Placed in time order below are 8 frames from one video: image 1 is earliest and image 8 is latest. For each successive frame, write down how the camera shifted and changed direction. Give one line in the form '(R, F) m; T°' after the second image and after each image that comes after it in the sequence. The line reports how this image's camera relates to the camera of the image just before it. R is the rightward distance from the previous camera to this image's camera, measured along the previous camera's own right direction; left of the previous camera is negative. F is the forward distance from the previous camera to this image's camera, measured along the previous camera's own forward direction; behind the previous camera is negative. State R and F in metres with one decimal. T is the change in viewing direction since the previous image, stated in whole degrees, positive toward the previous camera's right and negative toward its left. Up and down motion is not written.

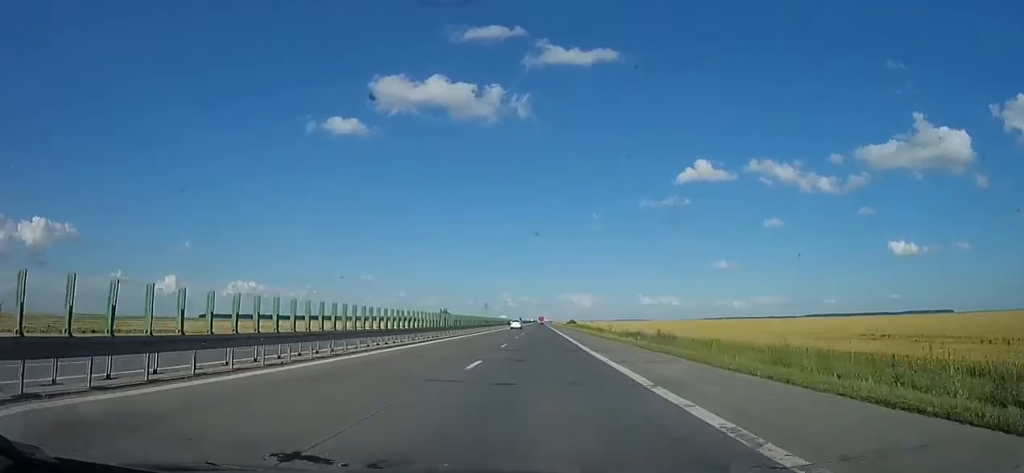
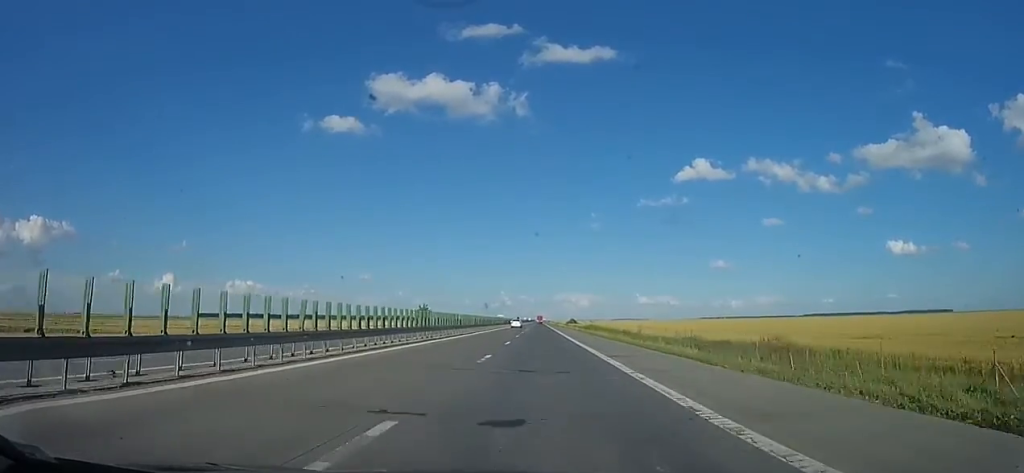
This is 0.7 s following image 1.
(0.0, +21.5) m; 0°
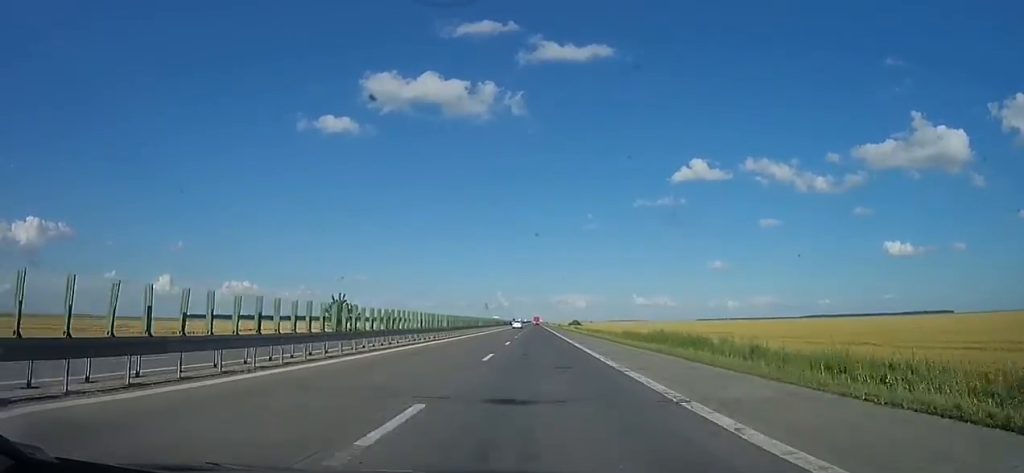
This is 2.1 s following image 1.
(0.0, +47.0) m; +2°
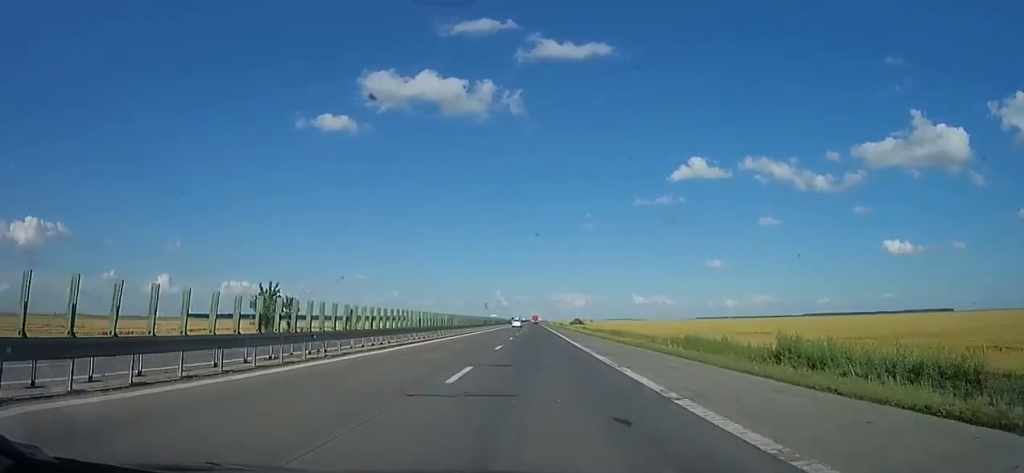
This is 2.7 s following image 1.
(+0.4, +17.7) m; +1°
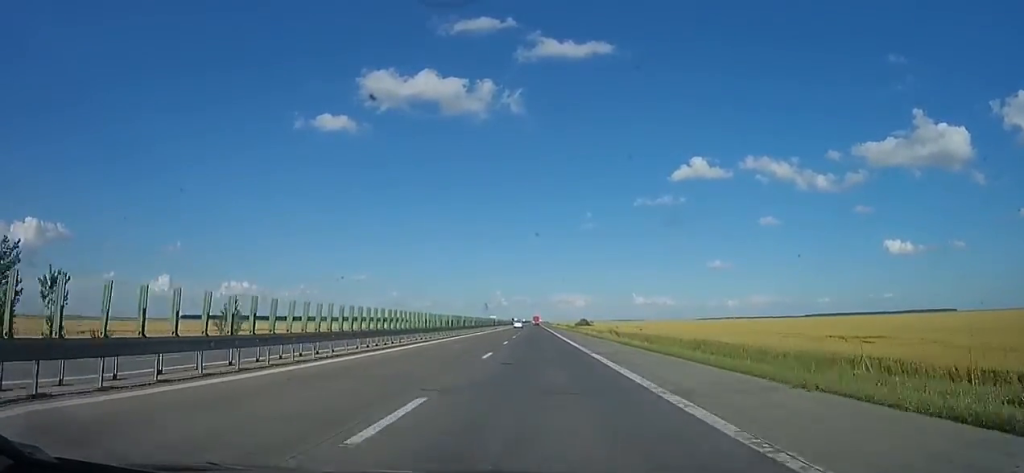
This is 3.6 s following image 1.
(+0.7, +29.0) m; -1°
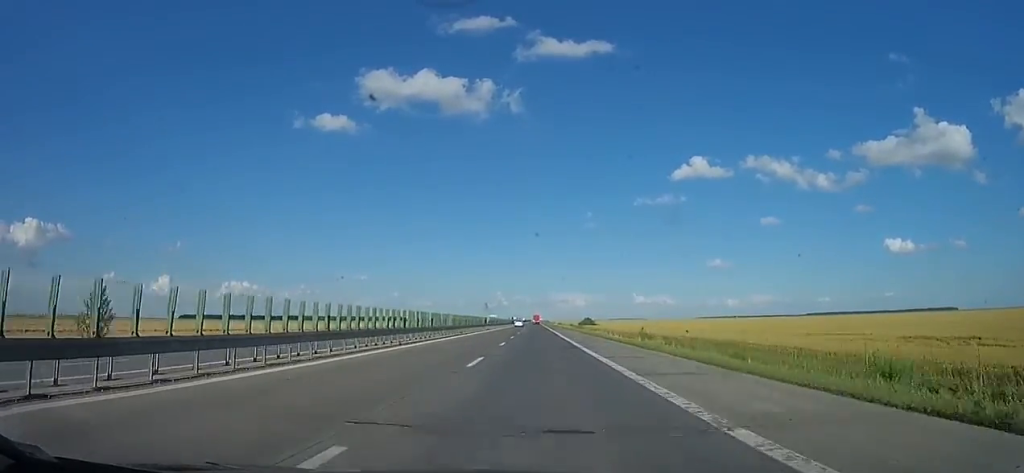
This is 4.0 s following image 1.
(-0.6, +15.1) m; -1°
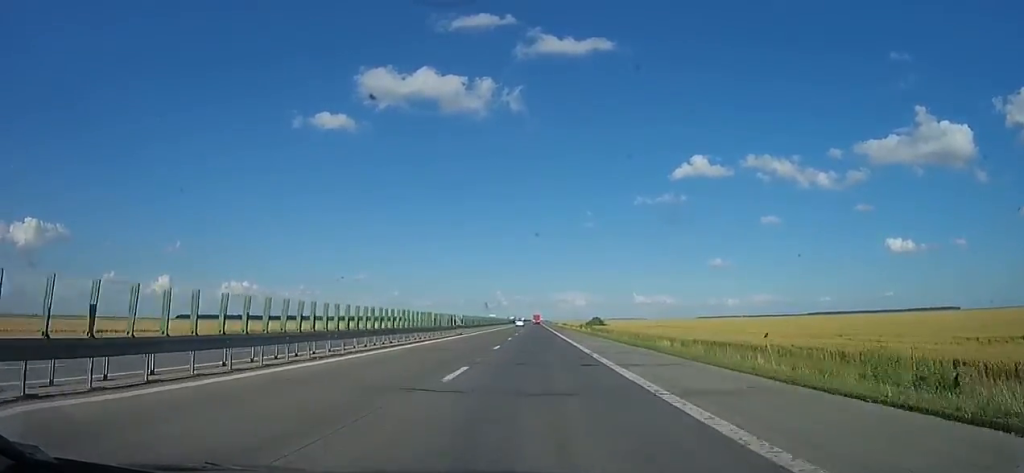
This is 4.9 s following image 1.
(-0.4, +27.0) m; -1°
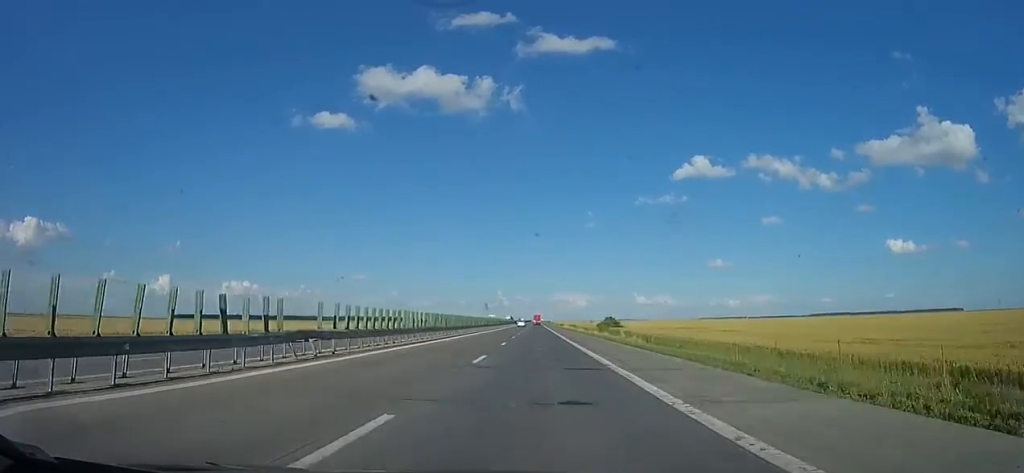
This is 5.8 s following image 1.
(0.0, +30.7) m; +1°
